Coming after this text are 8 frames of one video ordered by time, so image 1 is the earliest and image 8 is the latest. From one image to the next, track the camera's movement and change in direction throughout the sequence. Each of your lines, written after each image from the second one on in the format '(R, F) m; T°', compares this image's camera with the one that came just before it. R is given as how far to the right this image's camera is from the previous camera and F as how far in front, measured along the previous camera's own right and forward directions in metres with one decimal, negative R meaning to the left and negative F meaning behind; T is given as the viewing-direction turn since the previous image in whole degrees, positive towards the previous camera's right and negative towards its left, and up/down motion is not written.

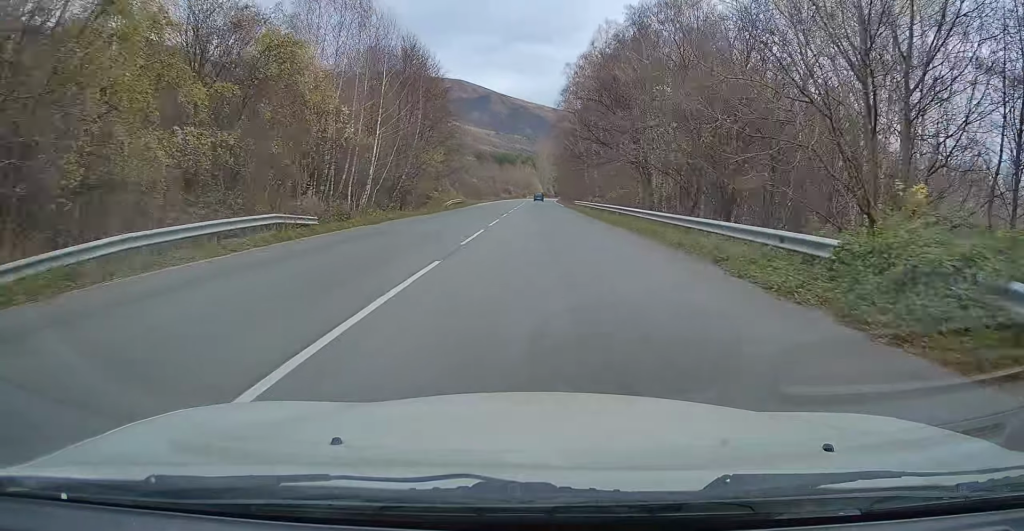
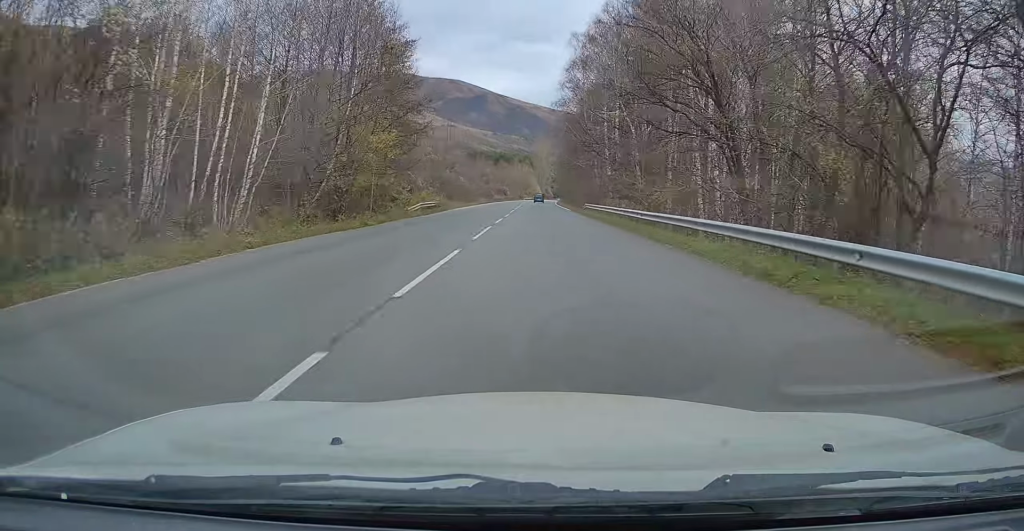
(-0.1, +16.6) m; 0°
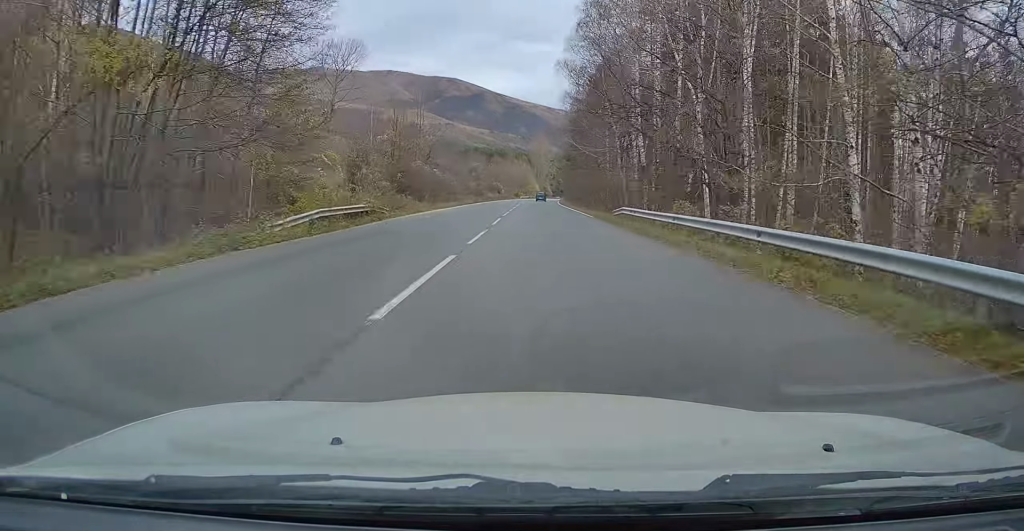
(0.0, +21.6) m; 0°
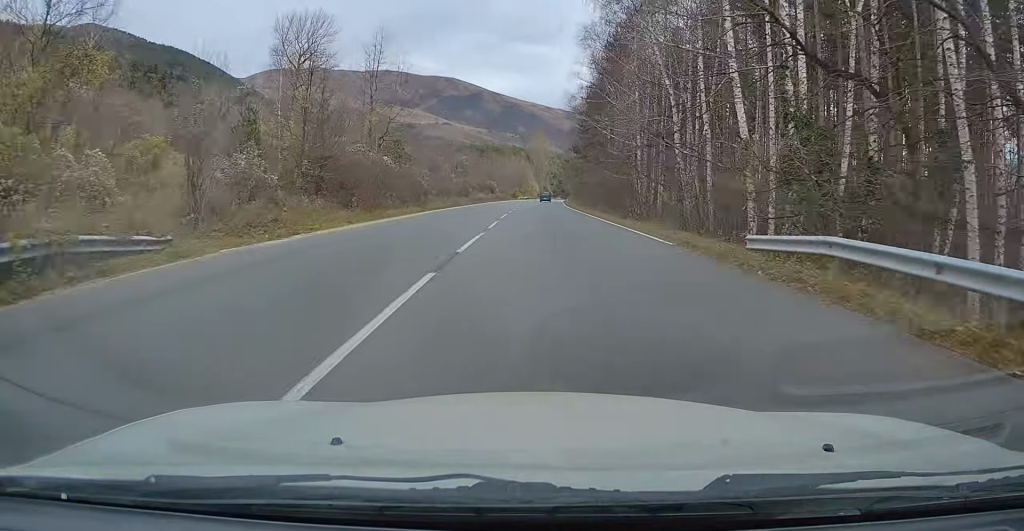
(0.0, +22.3) m; +1°
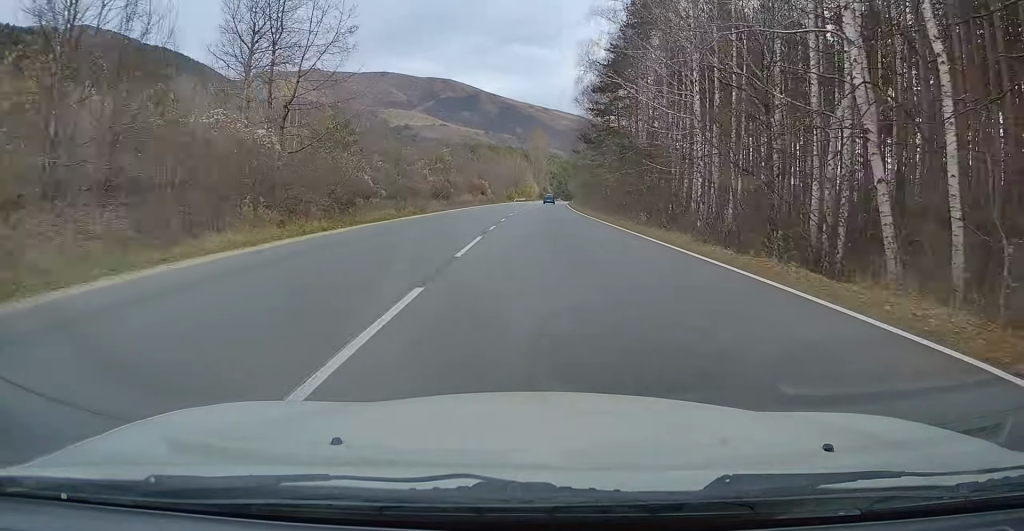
(+0.3, +19.6) m; 0°
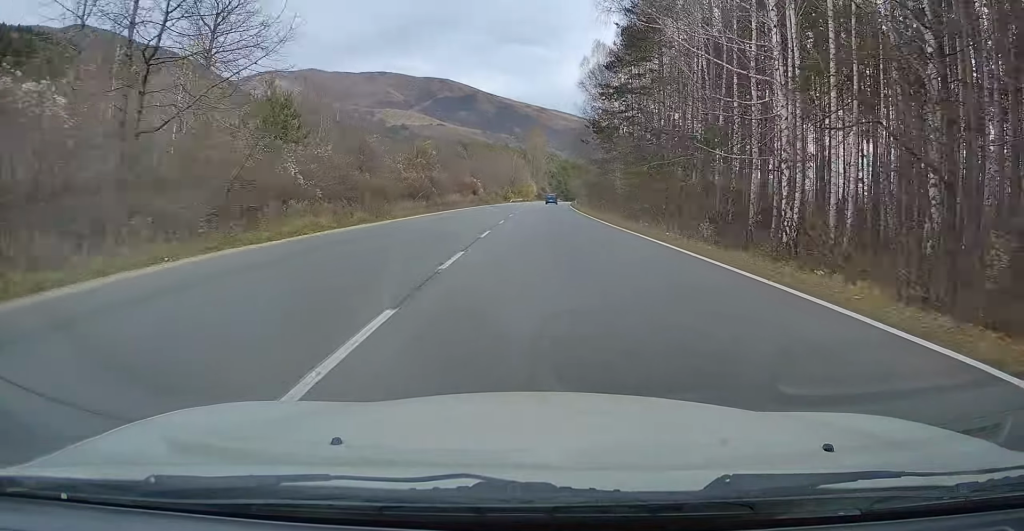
(-0.1, +12.0) m; 0°
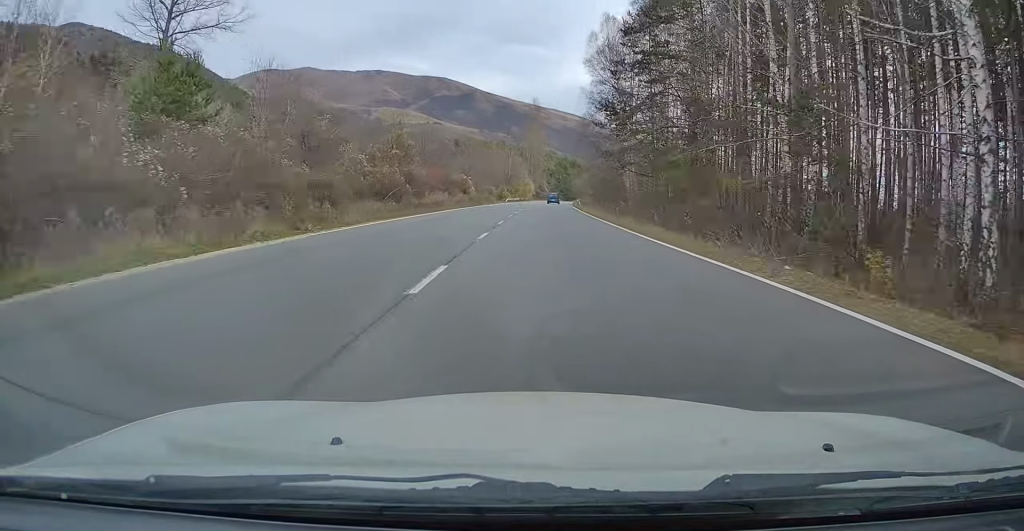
(-0.3, +11.2) m; 0°
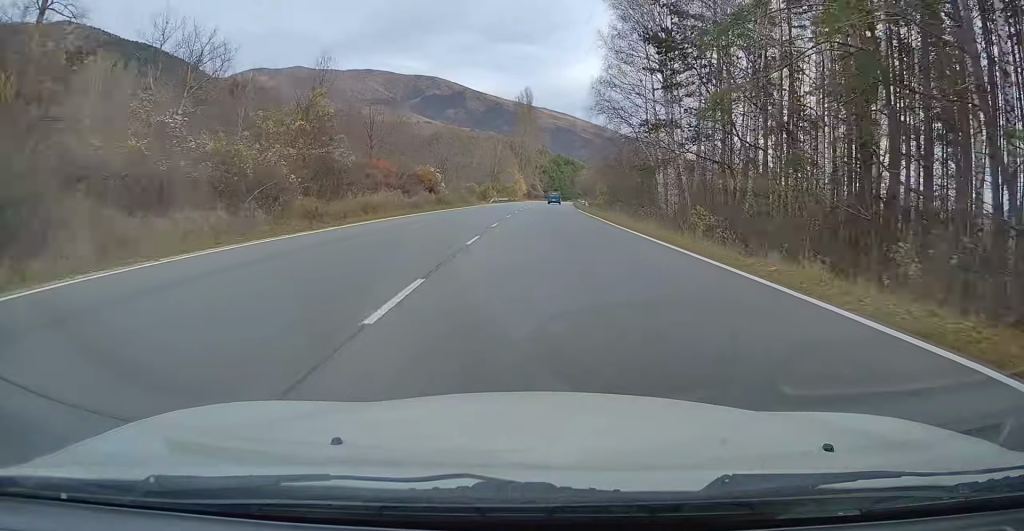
(+0.5, +21.5) m; +1°
